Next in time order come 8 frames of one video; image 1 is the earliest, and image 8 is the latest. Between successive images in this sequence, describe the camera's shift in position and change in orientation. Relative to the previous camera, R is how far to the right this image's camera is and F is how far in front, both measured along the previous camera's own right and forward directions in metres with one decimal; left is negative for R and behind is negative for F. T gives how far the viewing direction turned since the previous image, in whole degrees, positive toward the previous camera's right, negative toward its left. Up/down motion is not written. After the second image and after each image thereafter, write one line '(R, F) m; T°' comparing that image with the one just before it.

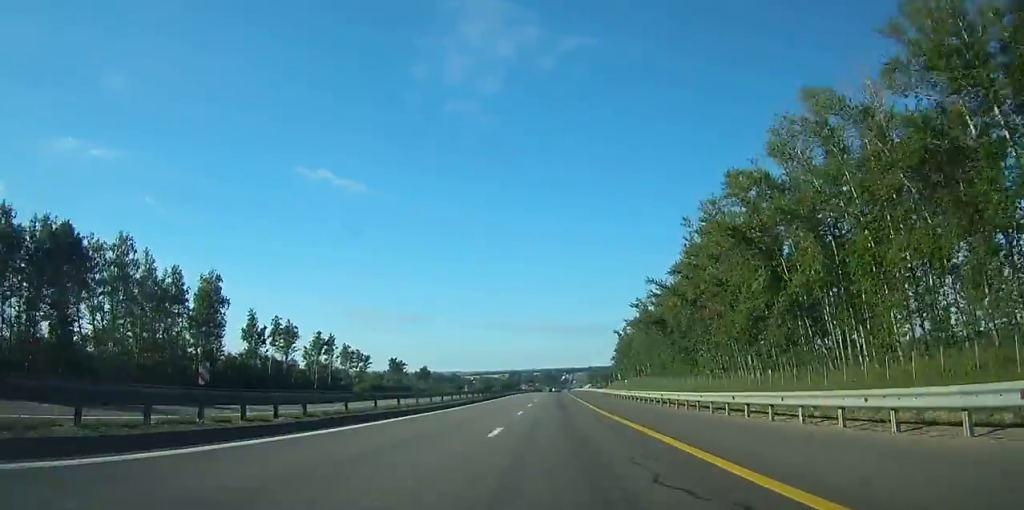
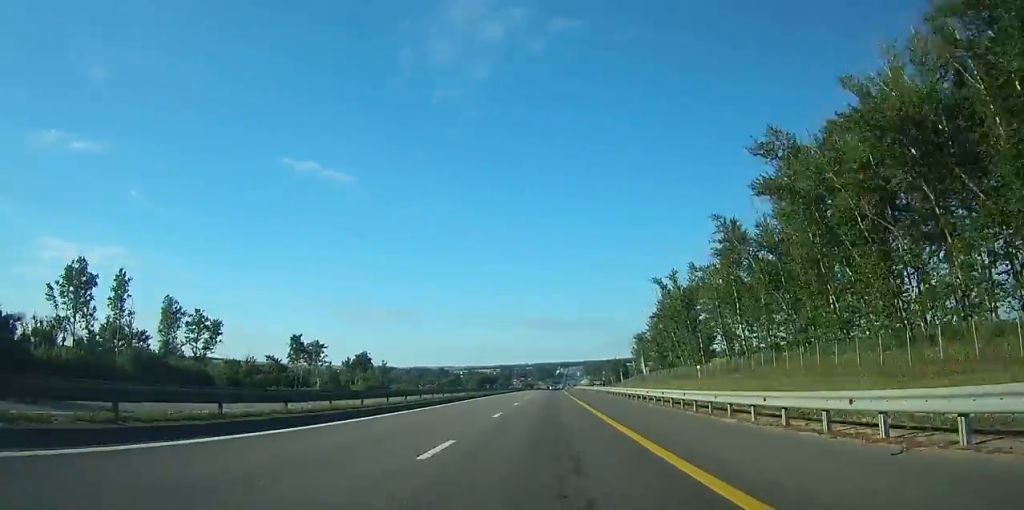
(+0.2, +90.9) m; 0°
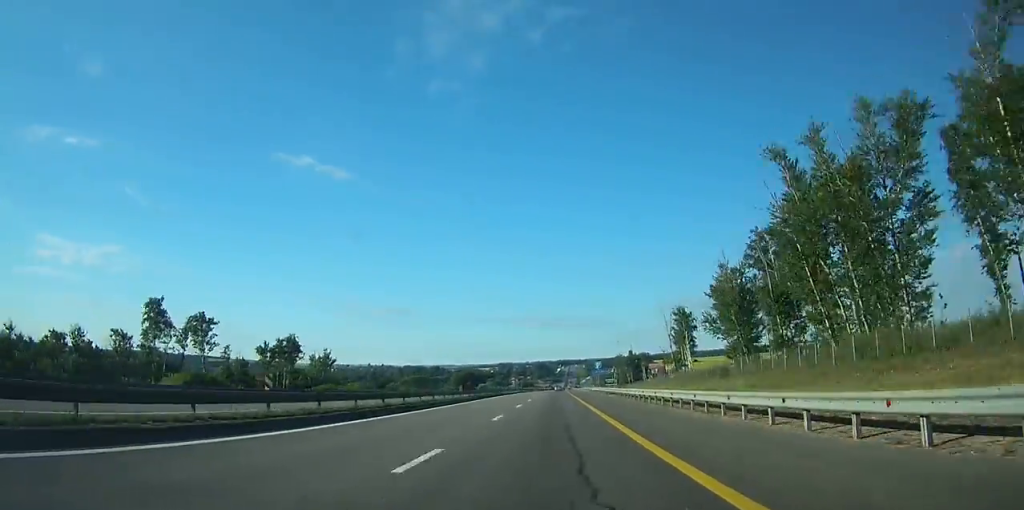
(-0.1, +63.5) m; 0°
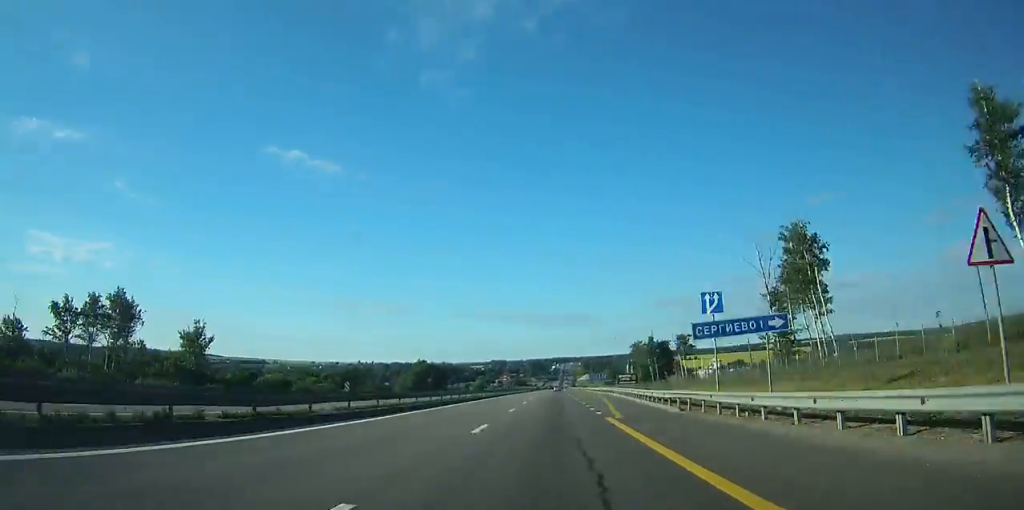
(+0.4, +67.4) m; 0°
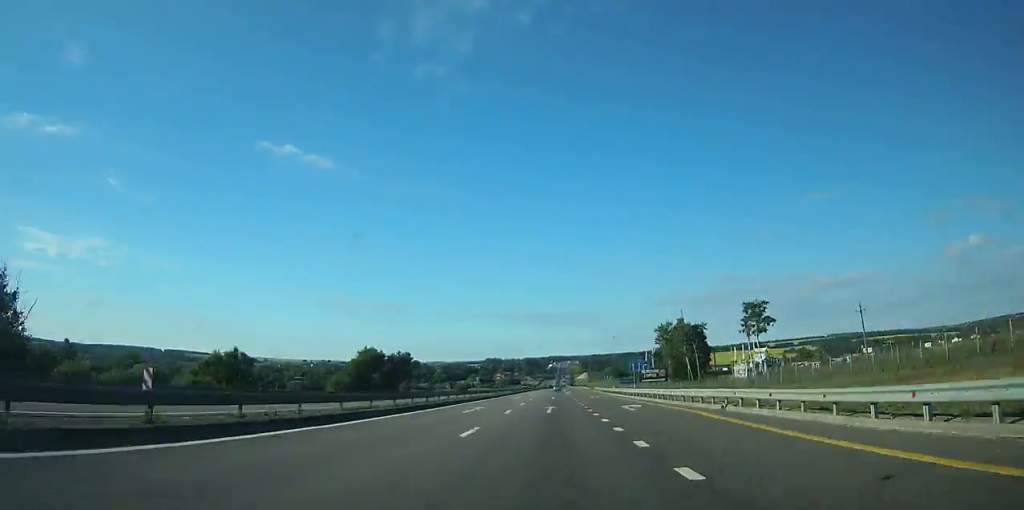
(+0.1, +53.2) m; 0°
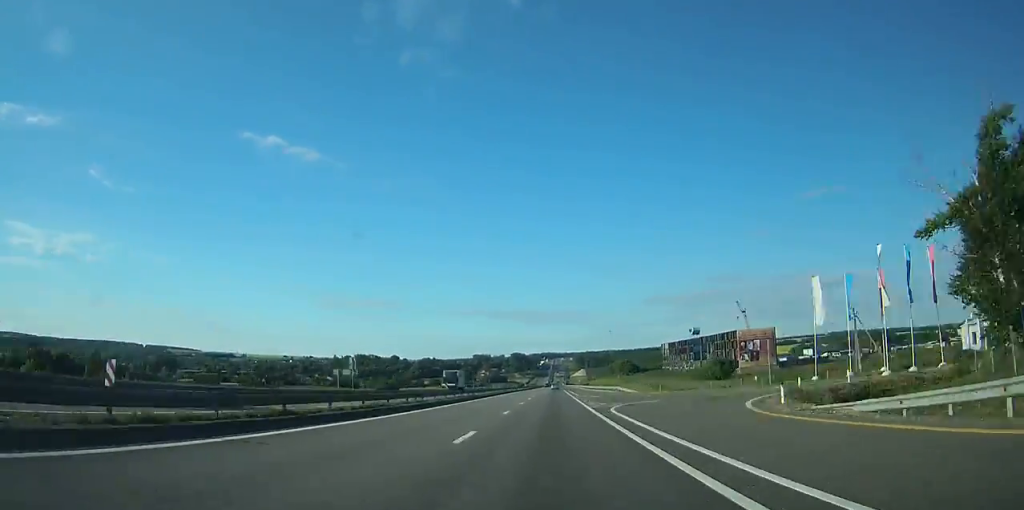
(+0.7, +115.0) m; +1°
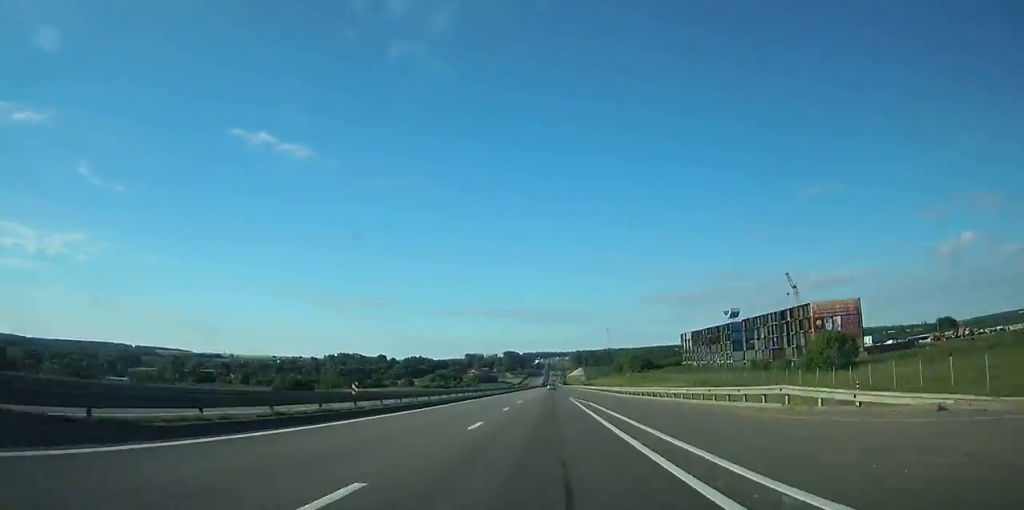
(+0.2, +55.7) m; 0°
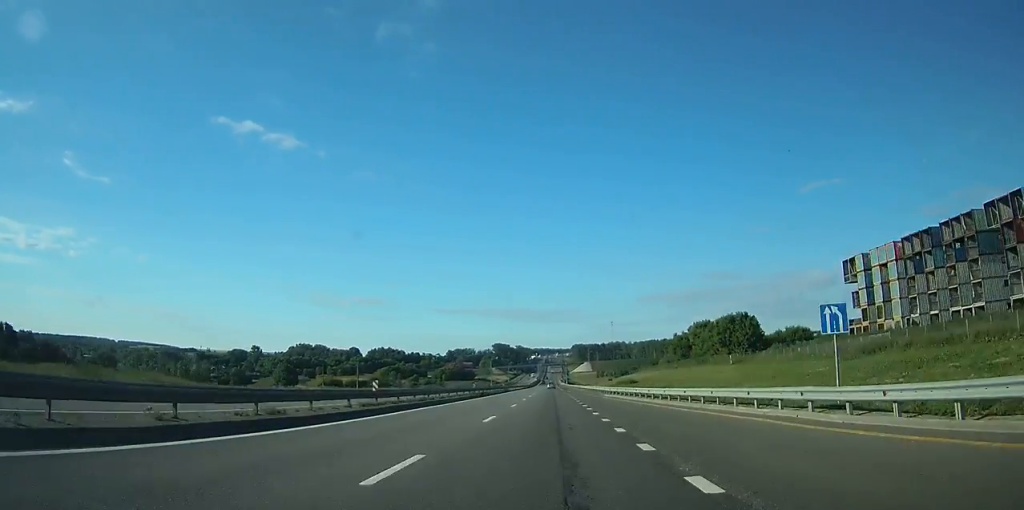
(+0.5, +137.5) m; 0°
